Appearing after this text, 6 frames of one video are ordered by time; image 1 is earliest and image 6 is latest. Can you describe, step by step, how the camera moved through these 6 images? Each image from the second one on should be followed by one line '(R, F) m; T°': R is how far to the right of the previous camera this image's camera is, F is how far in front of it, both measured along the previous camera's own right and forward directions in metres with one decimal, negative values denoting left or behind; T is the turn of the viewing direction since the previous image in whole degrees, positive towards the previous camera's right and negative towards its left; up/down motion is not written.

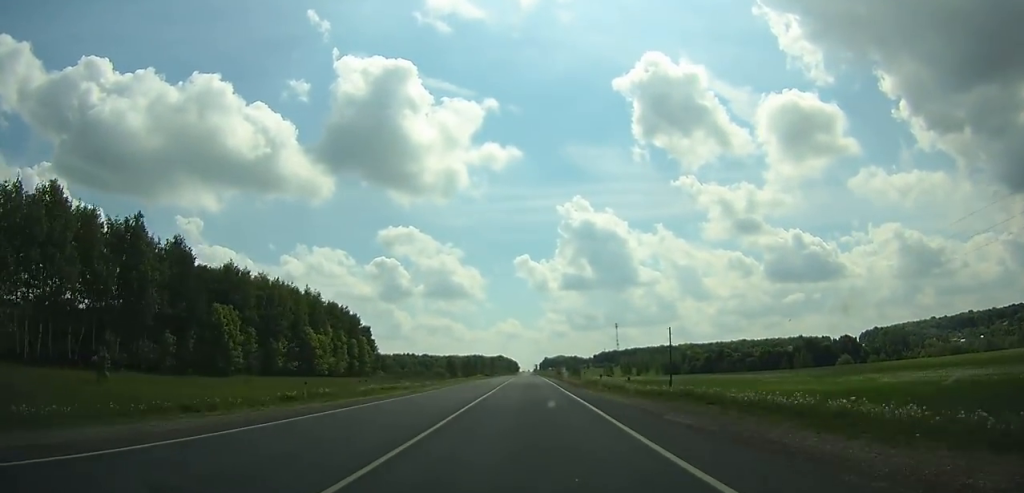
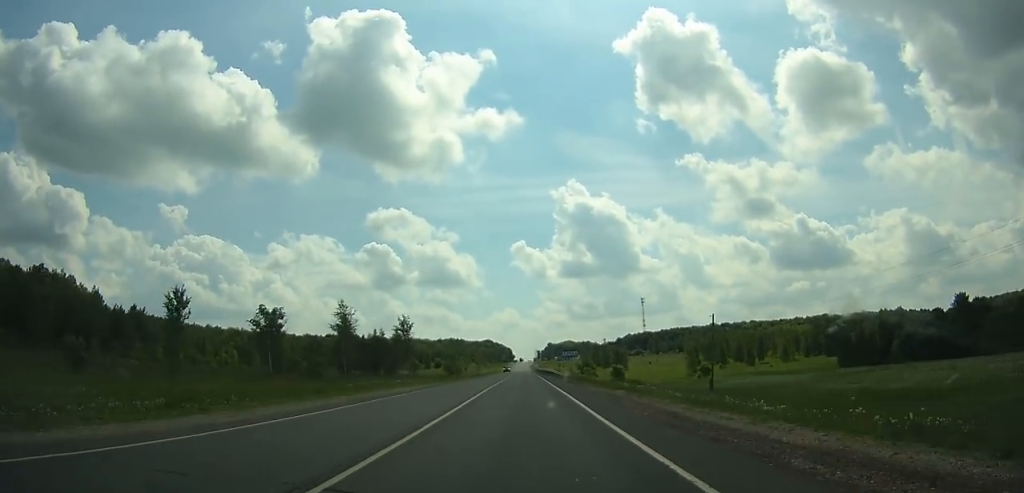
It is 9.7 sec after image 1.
(-0.5, +240.6) m; 0°
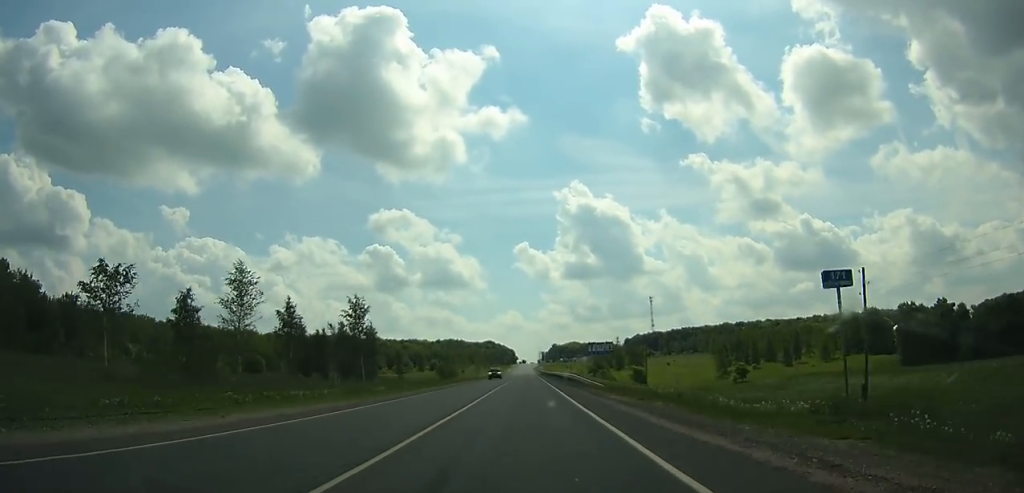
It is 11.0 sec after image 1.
(0.0, +32.3) m; 0°
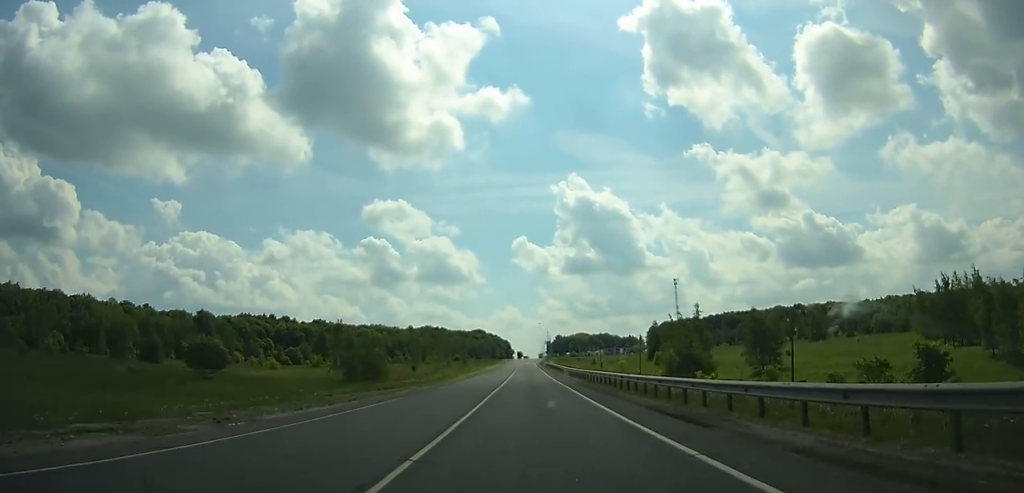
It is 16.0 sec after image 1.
(-0.1, +126.5) m; 0°
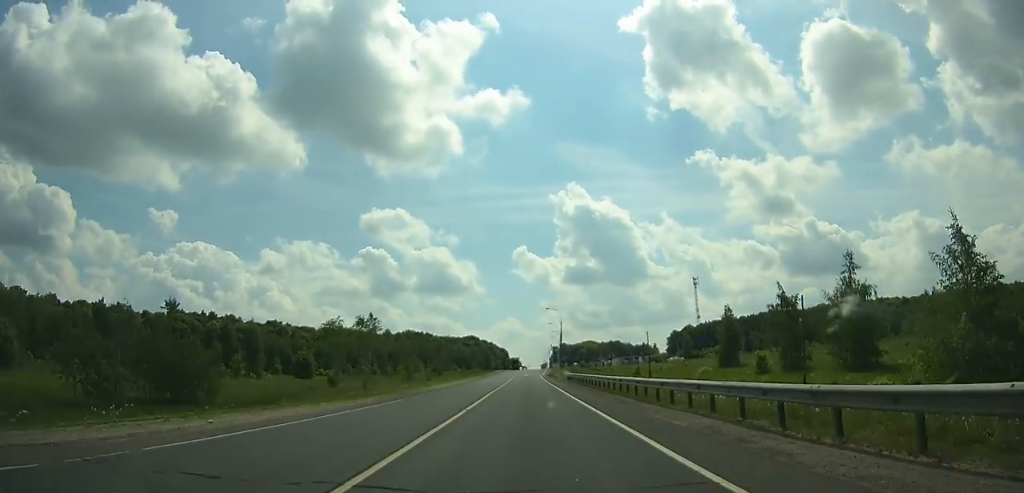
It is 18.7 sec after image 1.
(0.0, +71.7) m; 0°
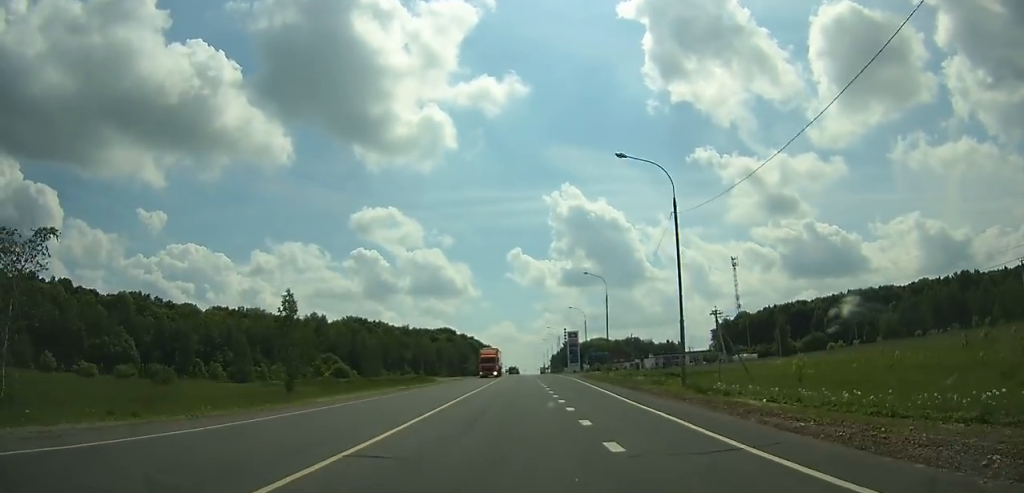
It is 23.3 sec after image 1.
(+0.3, +114.4) m; 0°
